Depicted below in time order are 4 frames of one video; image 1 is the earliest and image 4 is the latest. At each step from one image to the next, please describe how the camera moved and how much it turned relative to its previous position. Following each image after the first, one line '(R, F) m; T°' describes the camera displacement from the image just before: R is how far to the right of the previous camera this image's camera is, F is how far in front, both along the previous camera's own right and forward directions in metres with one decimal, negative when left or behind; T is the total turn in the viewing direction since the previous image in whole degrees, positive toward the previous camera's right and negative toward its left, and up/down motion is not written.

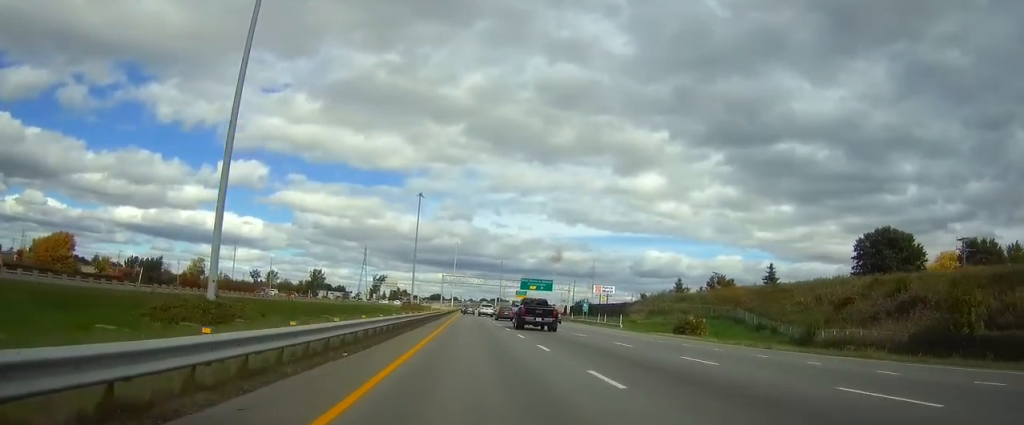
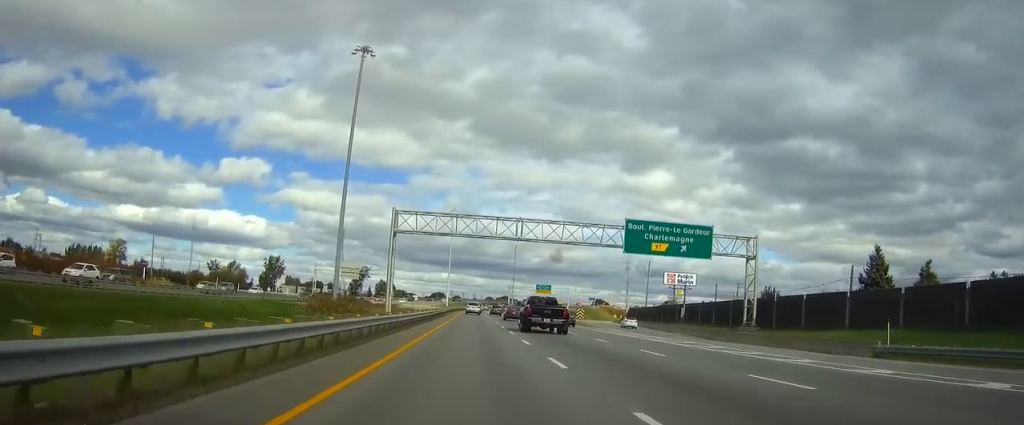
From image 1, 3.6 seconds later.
(+0.4, +105.7) m; 0°
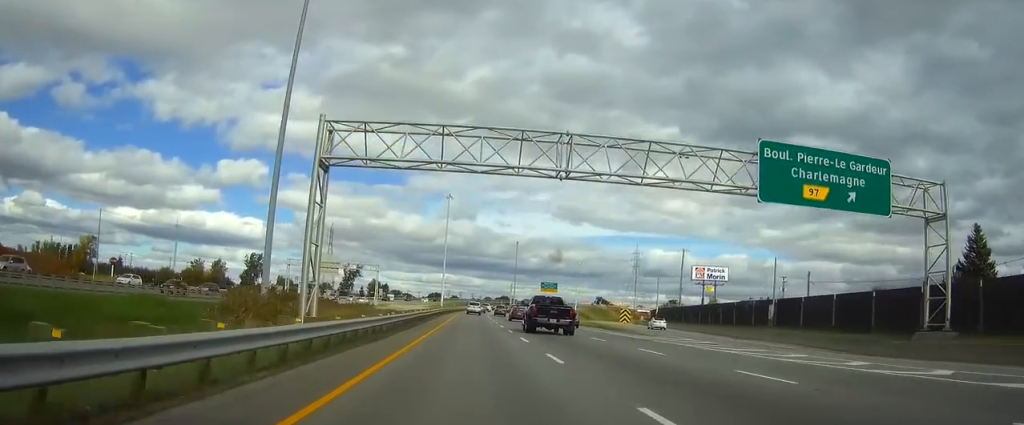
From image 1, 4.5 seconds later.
(0.0, +26.5) m; 0°
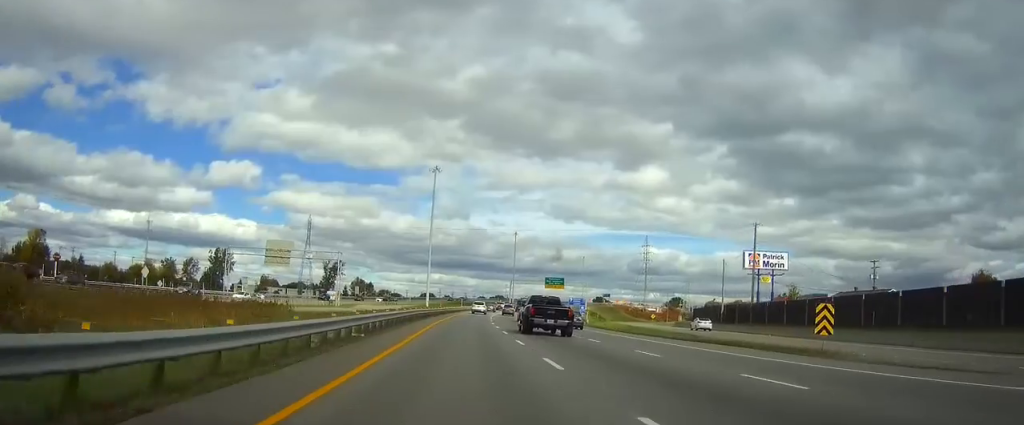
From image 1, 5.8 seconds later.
(+0.3, +37.5) m; +2°
